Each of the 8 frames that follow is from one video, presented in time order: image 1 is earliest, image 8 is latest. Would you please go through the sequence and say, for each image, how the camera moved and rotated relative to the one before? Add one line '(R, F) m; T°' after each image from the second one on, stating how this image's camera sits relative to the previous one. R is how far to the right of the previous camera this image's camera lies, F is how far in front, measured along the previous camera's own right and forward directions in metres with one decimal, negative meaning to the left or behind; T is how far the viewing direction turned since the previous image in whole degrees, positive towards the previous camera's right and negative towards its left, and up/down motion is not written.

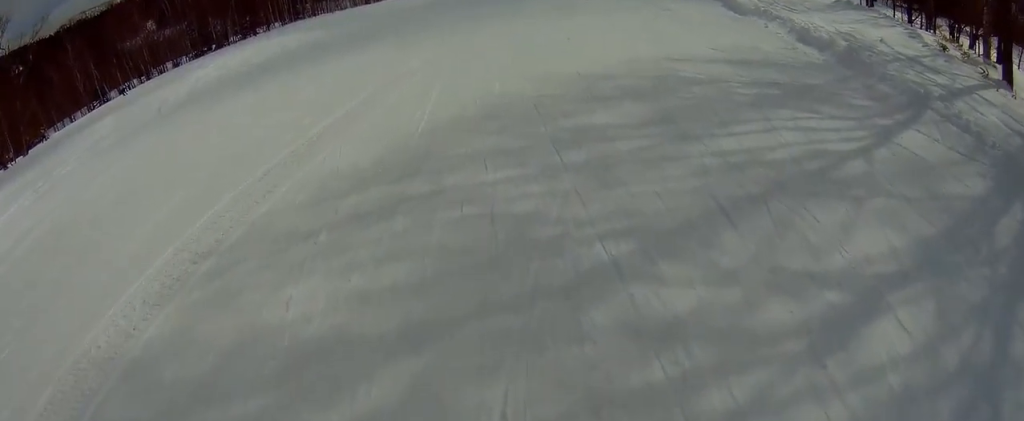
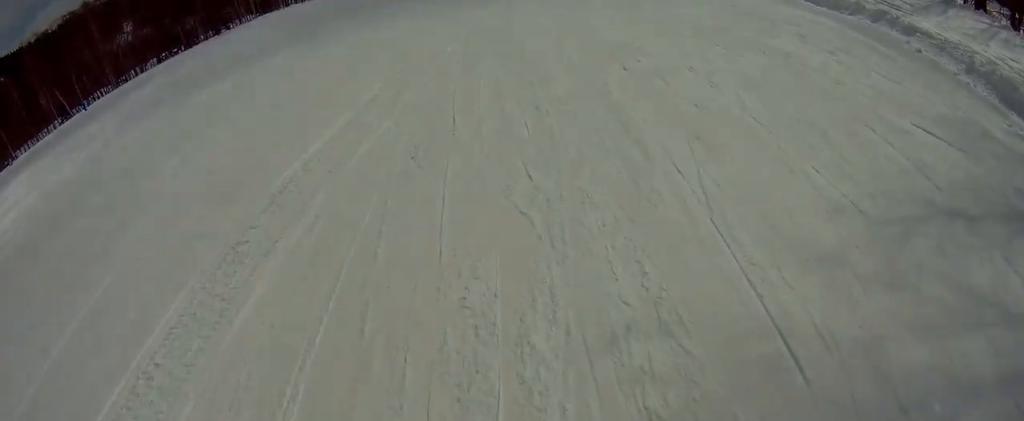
(-1.1, +6.6) m; +1°
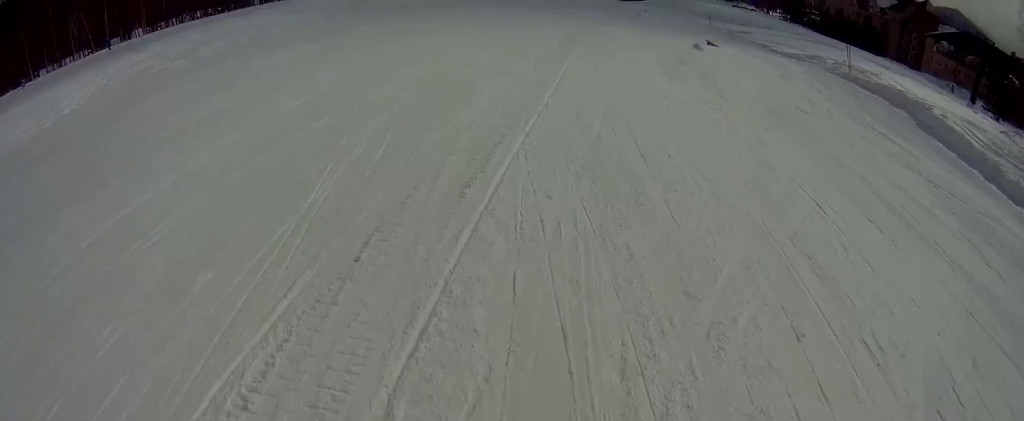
(+1.4, +5.9) m; +10°
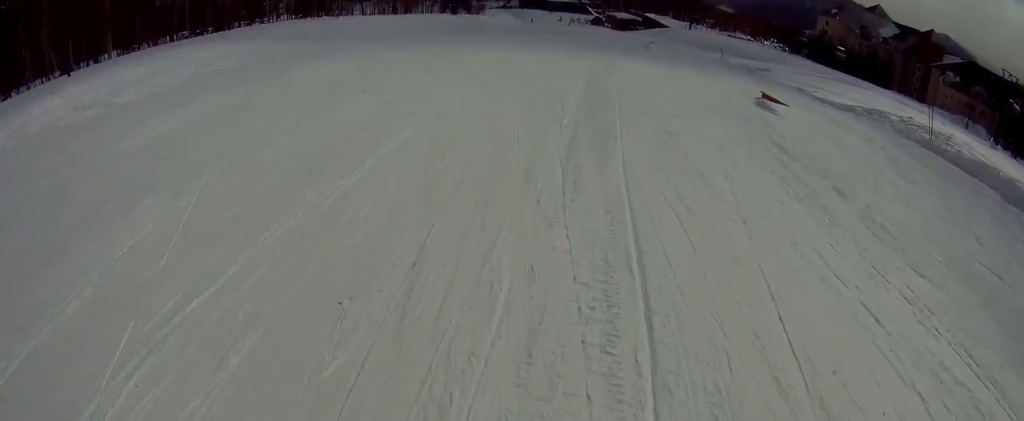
(-0.4, +6.4) m; -1°
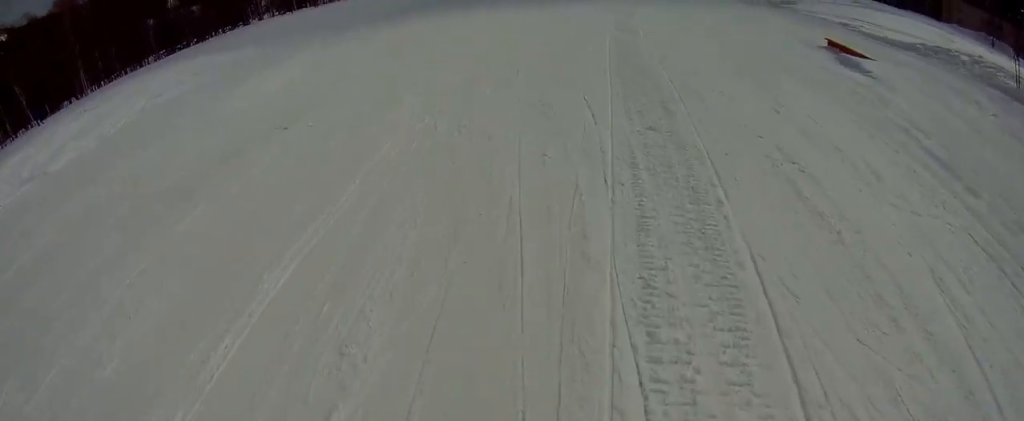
(+0.3, +4.2) m; 0°
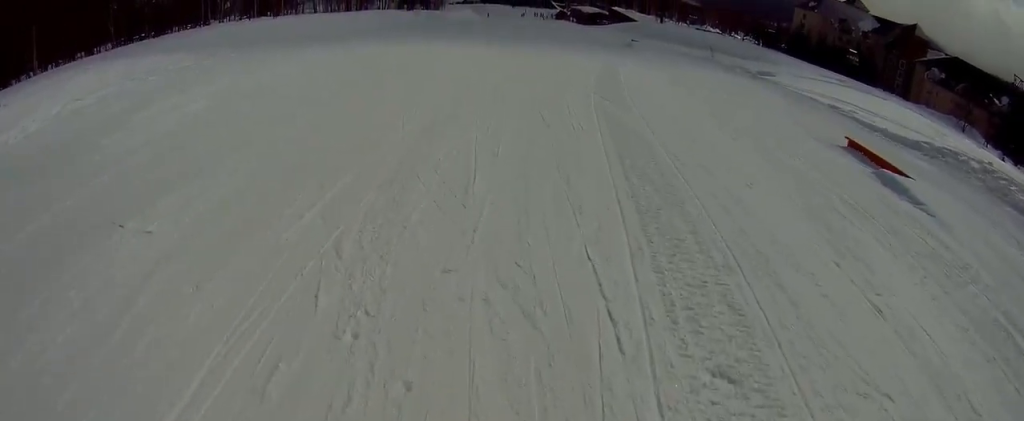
(-0.1, +3.4) m; 0°
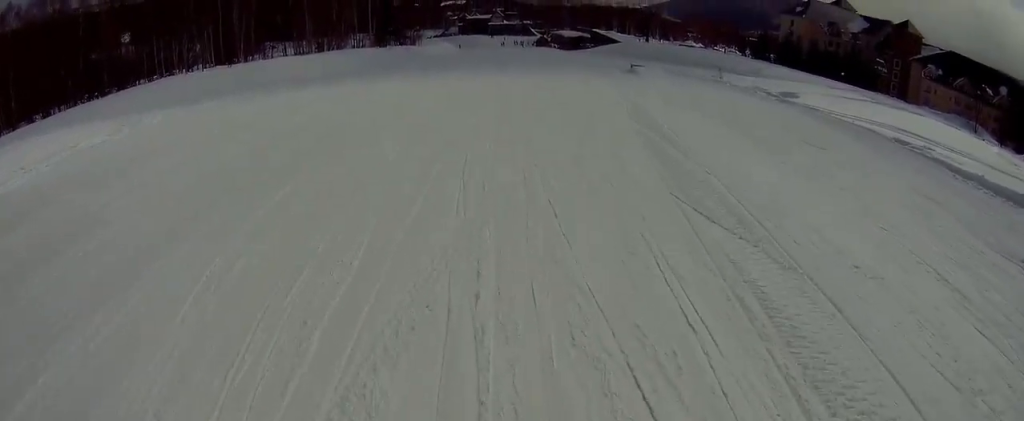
(-0.1, +7.9) m; +2°
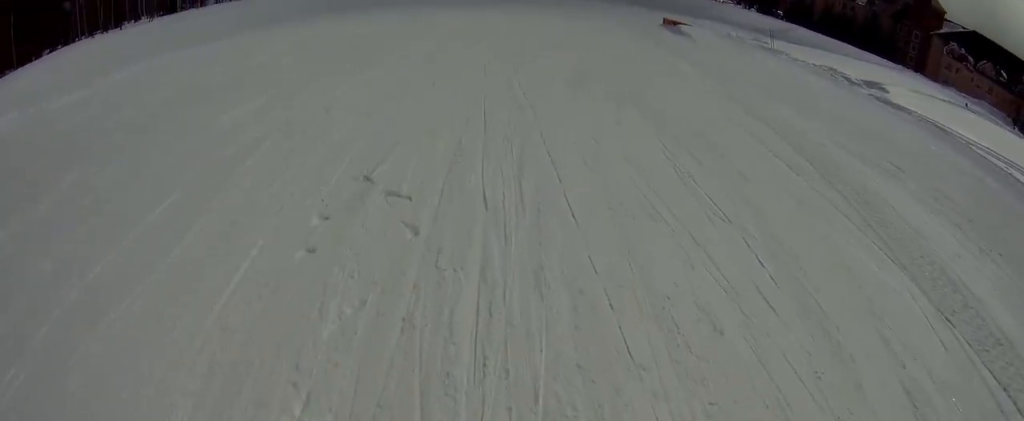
(+0.4, +17.4) m; 0°
